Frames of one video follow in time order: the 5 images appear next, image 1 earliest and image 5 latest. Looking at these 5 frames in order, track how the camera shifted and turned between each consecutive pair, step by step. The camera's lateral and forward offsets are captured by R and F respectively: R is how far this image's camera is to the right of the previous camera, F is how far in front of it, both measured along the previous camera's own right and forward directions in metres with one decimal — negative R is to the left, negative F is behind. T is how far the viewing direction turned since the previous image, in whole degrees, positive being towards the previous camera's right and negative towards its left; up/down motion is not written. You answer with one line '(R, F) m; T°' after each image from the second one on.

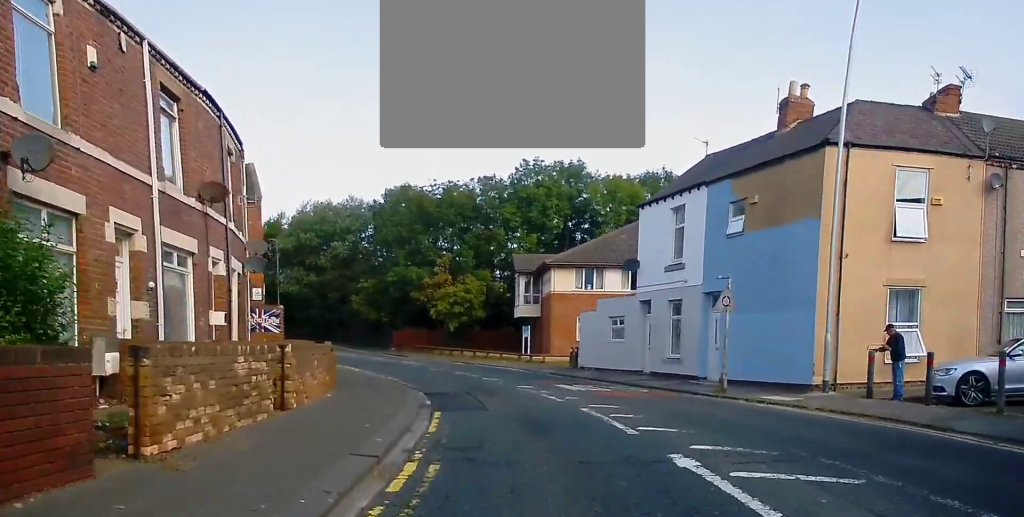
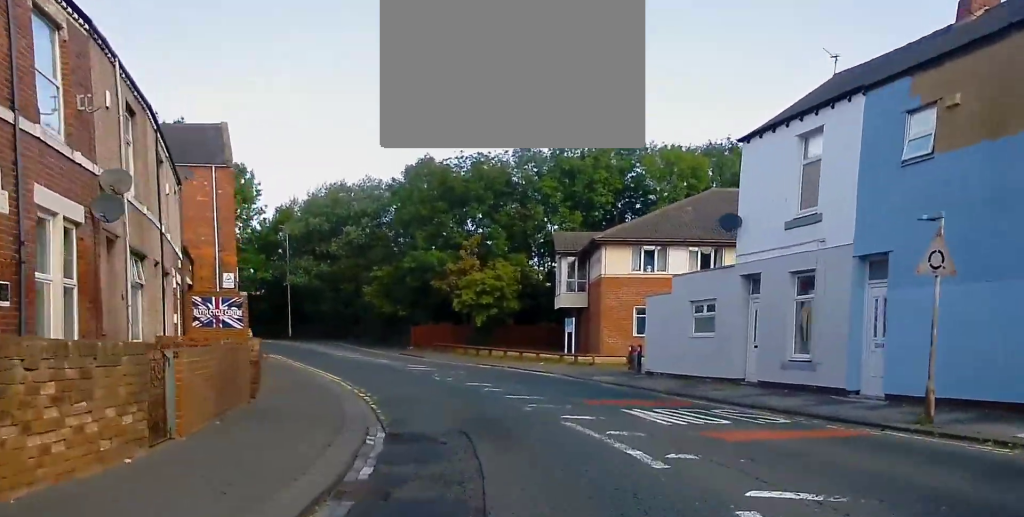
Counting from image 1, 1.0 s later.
(0.0, +9.3) m; -2°
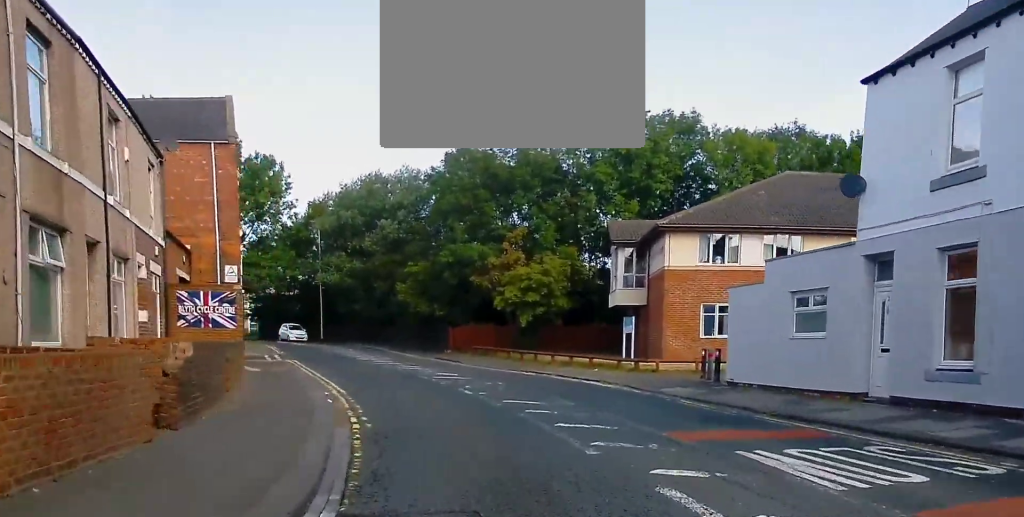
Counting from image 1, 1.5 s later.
(-0.1, +4.8) m; -4°
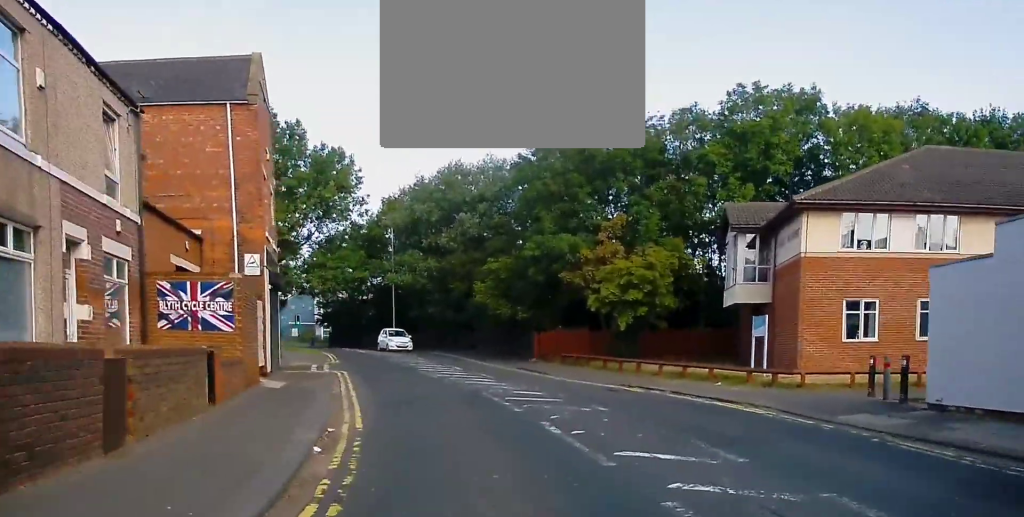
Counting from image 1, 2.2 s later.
(0.0, +6.4) m; -6°
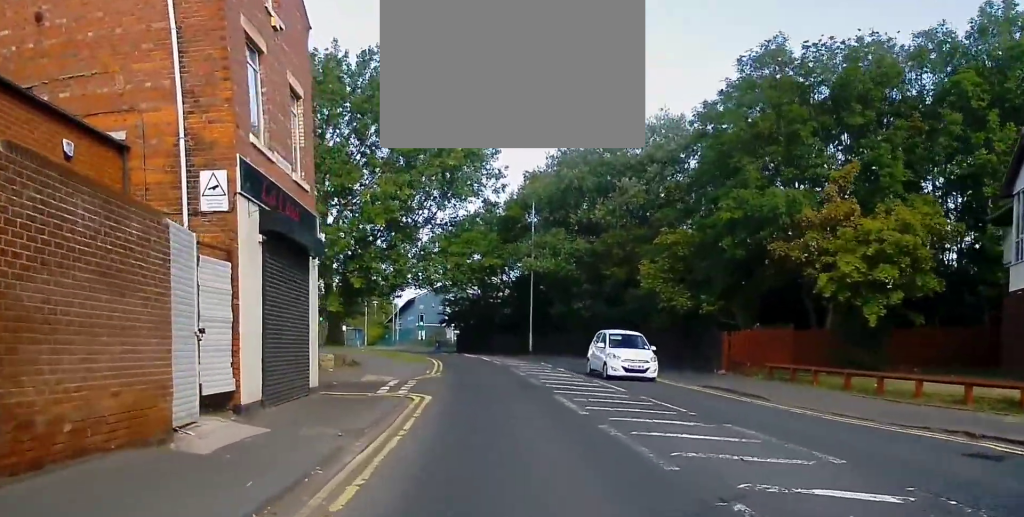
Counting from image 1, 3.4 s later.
(-1.4, +11.8) m; -7°
